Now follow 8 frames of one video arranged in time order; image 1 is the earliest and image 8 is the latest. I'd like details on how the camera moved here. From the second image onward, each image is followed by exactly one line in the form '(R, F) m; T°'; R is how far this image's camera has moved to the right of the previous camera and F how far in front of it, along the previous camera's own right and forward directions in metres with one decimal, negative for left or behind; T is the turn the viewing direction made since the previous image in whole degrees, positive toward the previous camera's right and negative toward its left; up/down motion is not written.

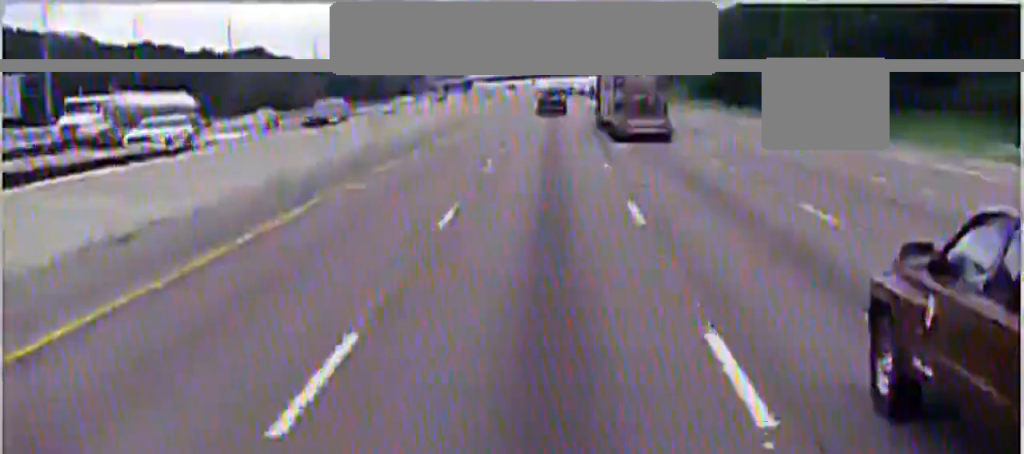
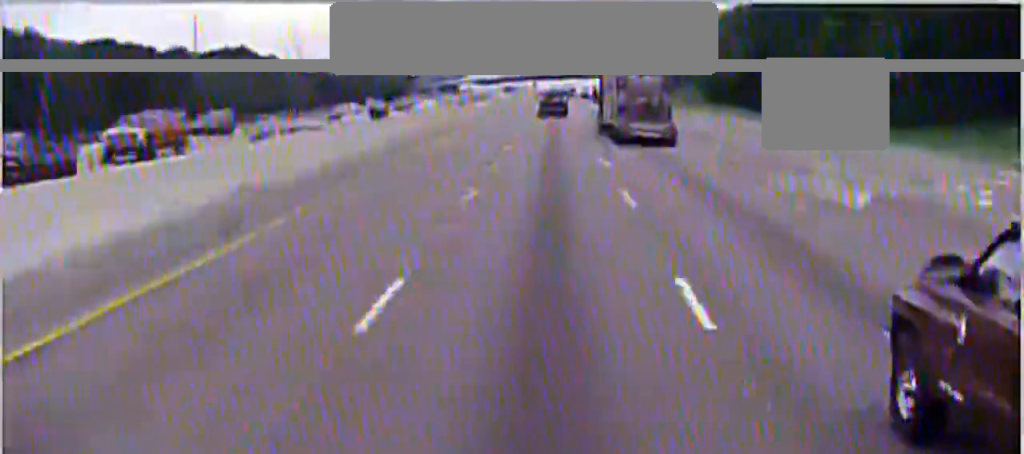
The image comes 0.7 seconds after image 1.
(0.0, +20.7) m; 0°
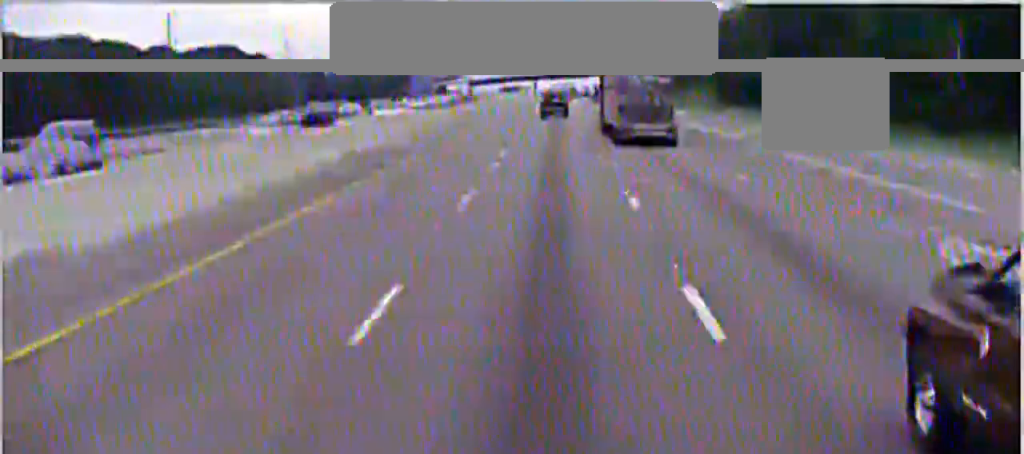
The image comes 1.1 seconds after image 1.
(+0.1, +12.8) m; 0°
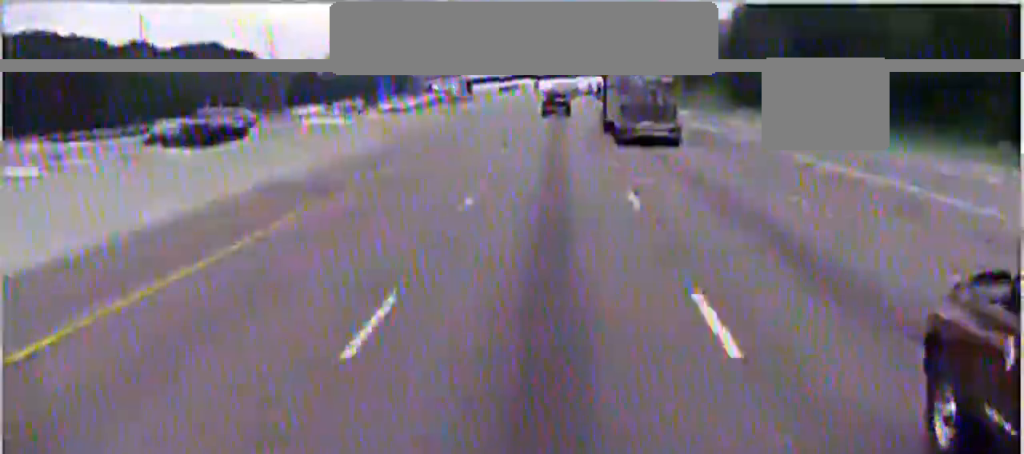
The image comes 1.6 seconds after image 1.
(+0.2, +12.8) m; 0°
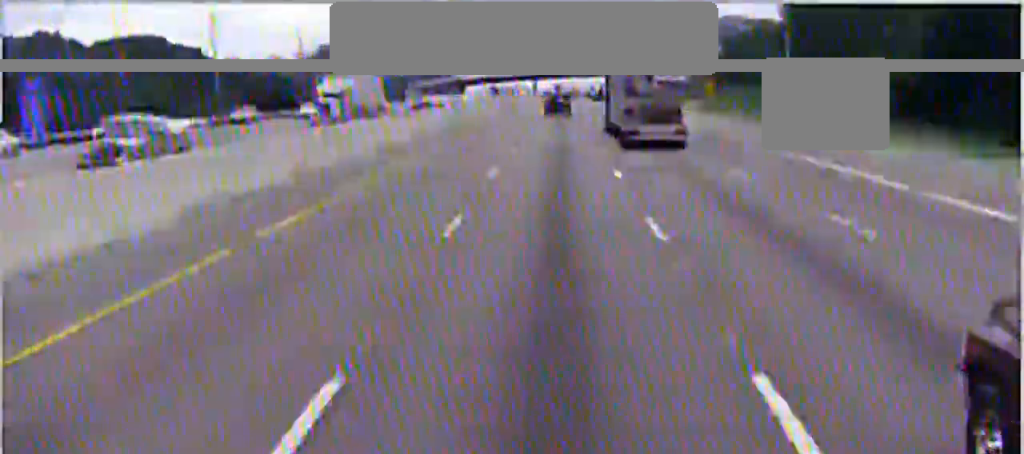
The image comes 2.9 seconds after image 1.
(-0.5, +40.1) m; 0°
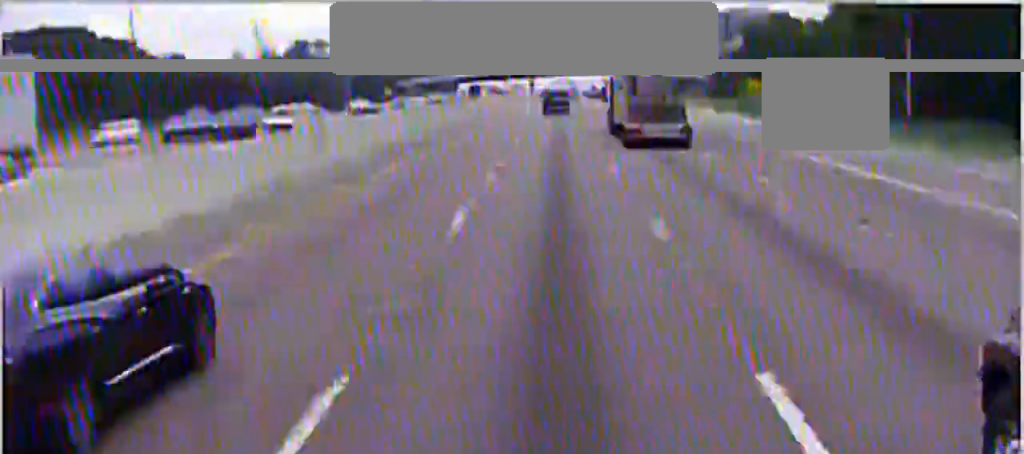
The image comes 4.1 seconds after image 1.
(+0.4, +35.1) m; 0°
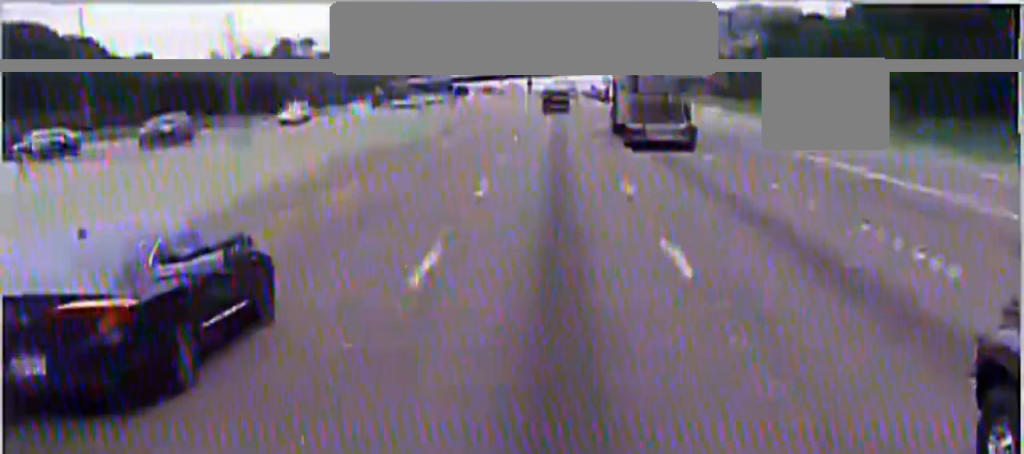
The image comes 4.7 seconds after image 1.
(+0.1, +16.7) m; -1°
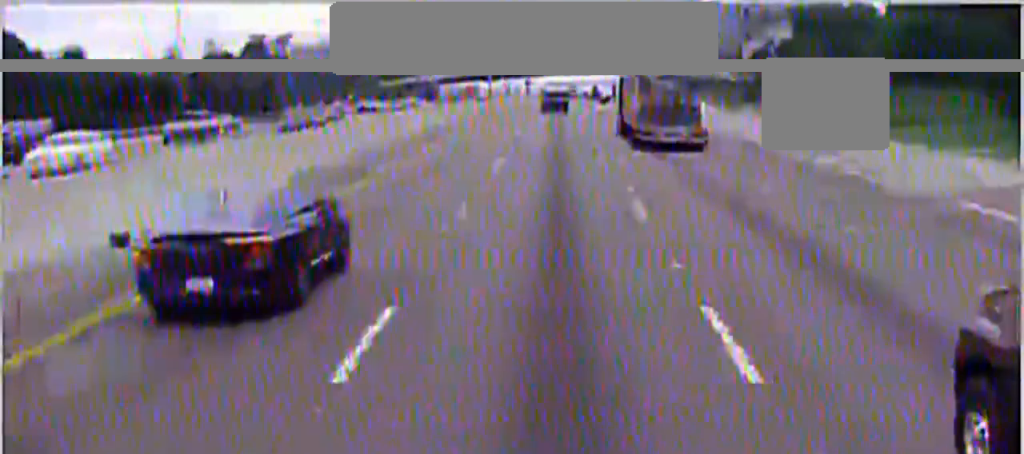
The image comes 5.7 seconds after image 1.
(-0.5, +29.2) m; 0°
